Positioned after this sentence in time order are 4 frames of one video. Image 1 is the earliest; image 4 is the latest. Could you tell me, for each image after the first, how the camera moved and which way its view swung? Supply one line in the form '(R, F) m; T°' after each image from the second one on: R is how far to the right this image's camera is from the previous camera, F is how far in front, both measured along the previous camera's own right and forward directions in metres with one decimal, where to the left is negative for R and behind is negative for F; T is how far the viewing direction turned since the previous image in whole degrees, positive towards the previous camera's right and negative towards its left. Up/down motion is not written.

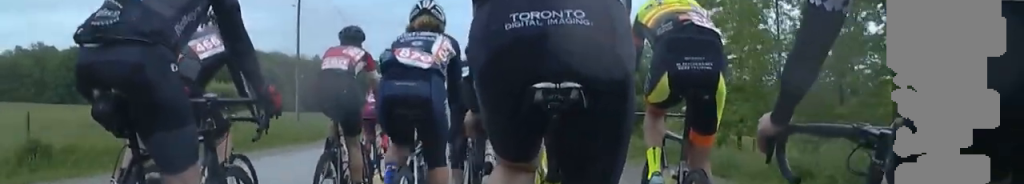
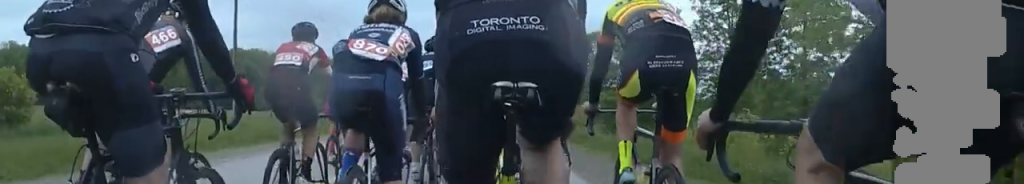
(+0.6, +10.1) m; +3°
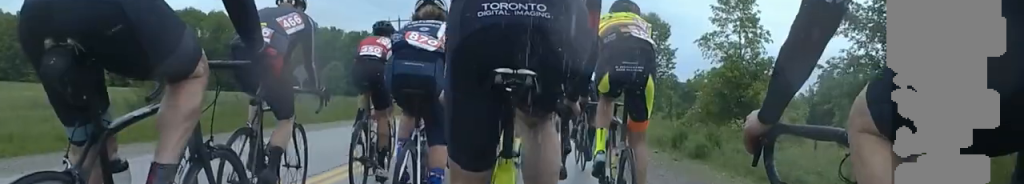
(+2.9, +50.3) m; +6°
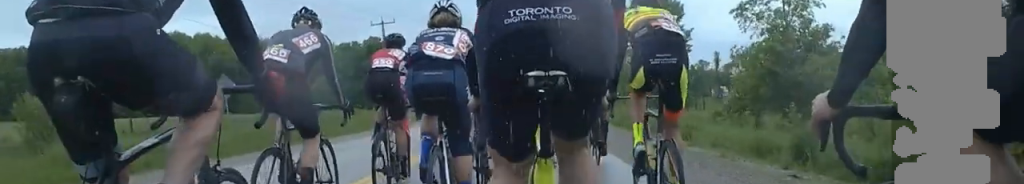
(0.0, +7.0) m; 0°
